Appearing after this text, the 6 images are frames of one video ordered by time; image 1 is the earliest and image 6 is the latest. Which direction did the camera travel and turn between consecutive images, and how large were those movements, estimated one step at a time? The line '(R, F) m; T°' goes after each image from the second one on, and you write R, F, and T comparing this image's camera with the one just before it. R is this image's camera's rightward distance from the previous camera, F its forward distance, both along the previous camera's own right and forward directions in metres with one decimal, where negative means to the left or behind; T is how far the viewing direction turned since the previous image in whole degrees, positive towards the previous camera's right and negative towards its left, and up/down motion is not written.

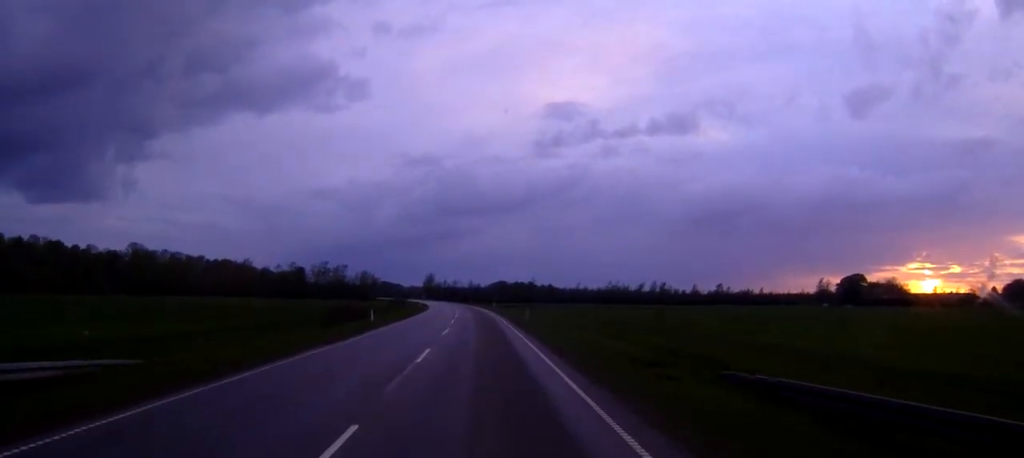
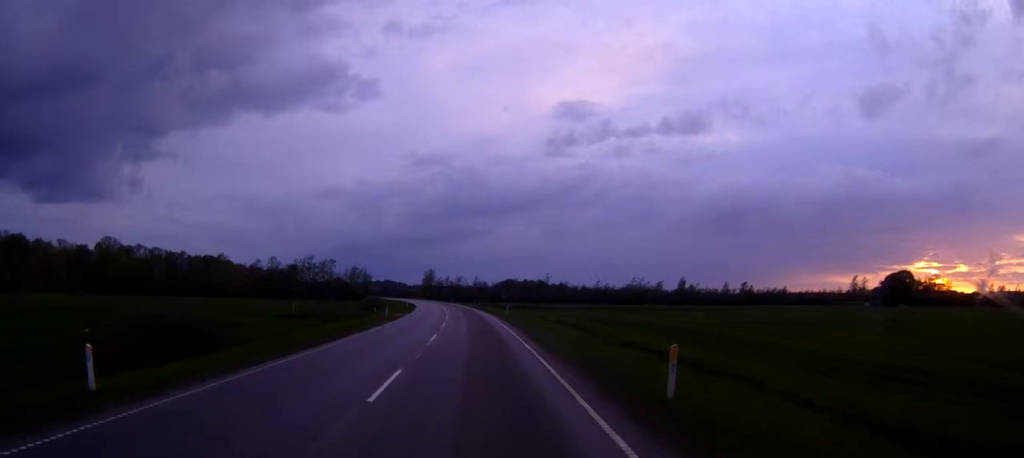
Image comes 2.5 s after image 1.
(-0.4, +36.7) m; -1°
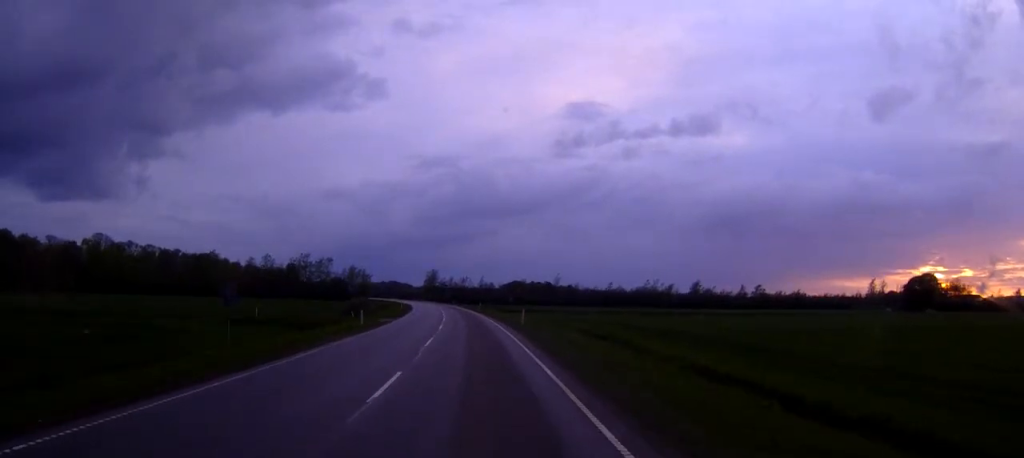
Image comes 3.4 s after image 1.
(-0.1, +16.2) m; 0°
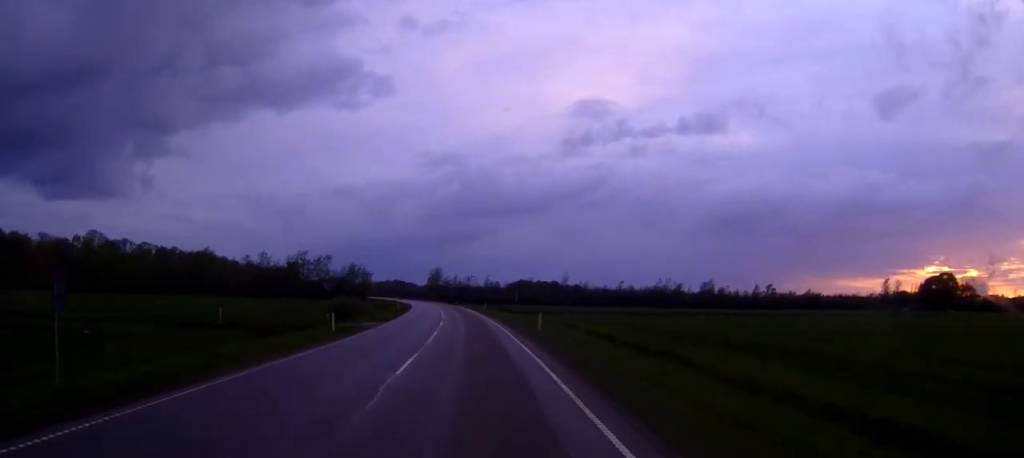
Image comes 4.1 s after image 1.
(0.0, +11.1) m; 0°
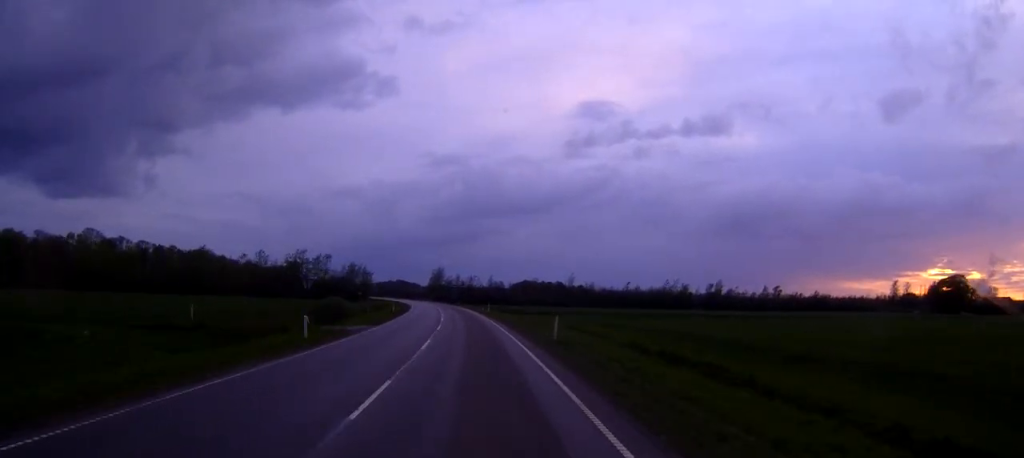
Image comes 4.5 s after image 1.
(0.0, +6.6) m; 0°
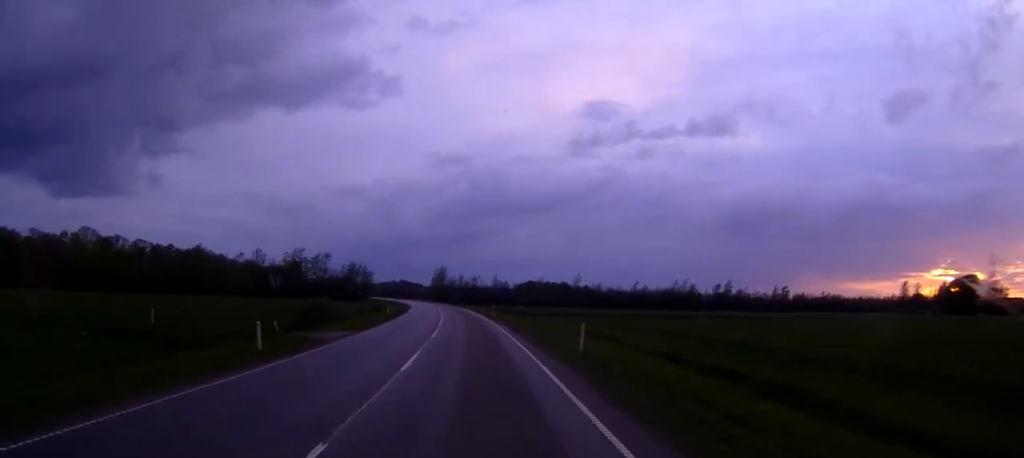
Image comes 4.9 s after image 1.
(0.0, +7.2) m; 0°
